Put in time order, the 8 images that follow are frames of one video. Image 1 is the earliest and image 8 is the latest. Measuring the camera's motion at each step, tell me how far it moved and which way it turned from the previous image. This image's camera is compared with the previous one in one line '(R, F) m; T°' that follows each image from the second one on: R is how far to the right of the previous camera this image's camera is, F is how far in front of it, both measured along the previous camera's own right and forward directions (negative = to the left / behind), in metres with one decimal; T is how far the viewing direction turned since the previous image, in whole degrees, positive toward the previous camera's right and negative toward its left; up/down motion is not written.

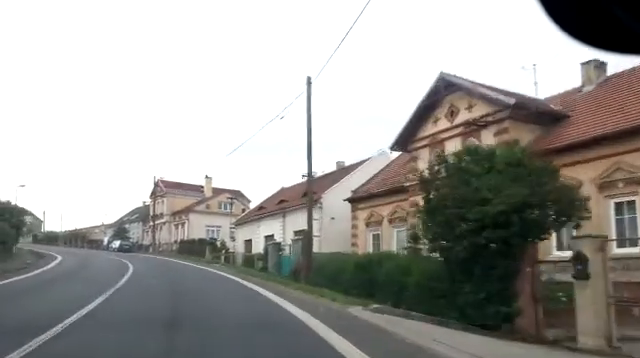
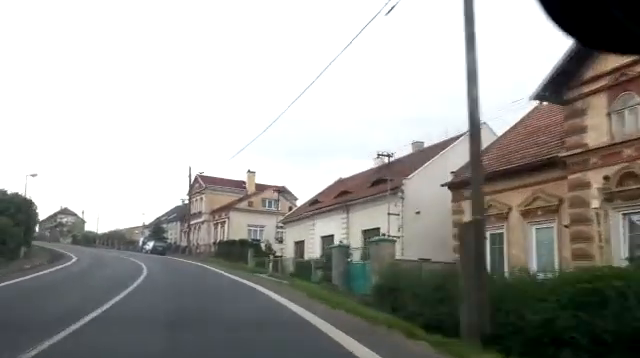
(-0.6, +8.4) m; -4°
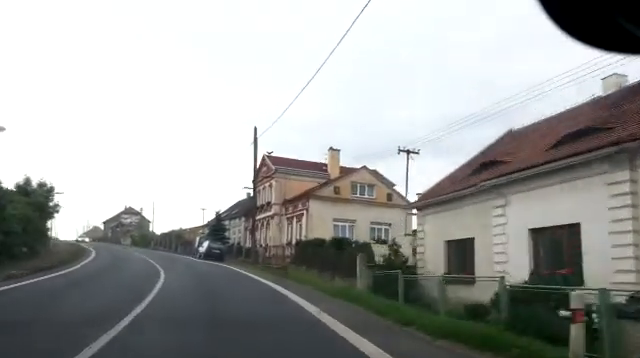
(0.0, +16.1) m; -1°
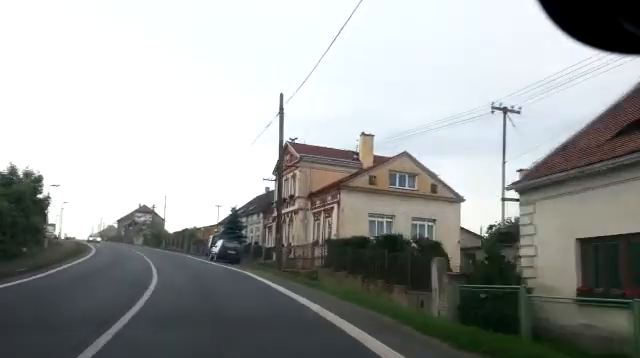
(-0.1, +6.2) m; -2°
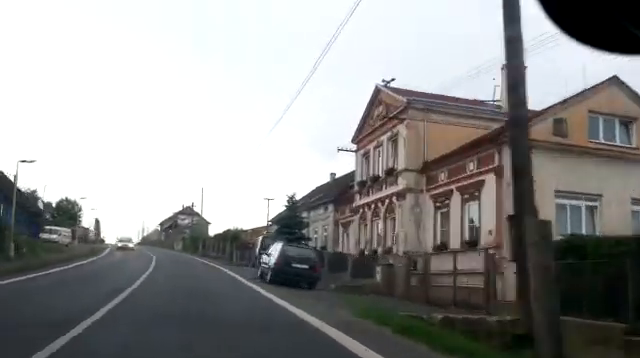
(-0.6, +16.0) m; -5°
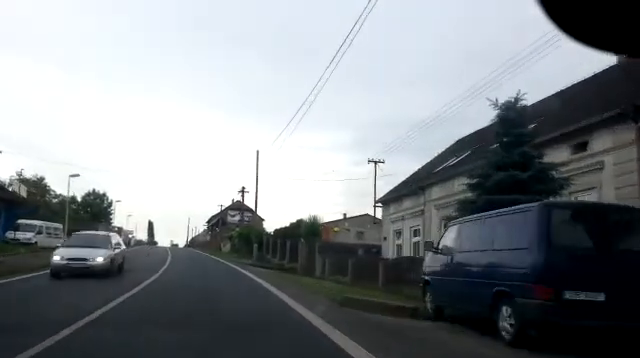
(-1.1, +22.5) m; -7°
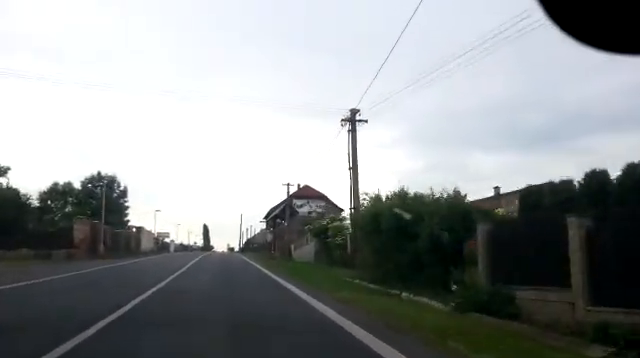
(-2.8, +32.2) m; -6°
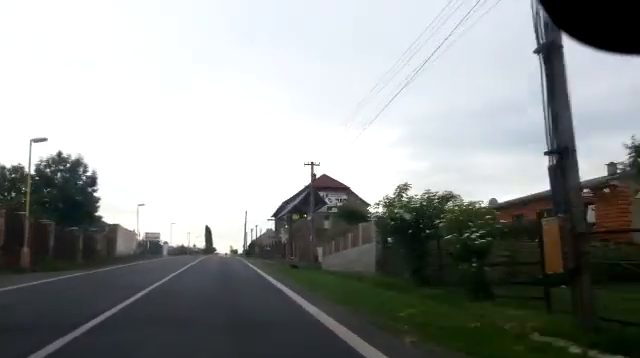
(+0.1, +14.3) m; -2°
